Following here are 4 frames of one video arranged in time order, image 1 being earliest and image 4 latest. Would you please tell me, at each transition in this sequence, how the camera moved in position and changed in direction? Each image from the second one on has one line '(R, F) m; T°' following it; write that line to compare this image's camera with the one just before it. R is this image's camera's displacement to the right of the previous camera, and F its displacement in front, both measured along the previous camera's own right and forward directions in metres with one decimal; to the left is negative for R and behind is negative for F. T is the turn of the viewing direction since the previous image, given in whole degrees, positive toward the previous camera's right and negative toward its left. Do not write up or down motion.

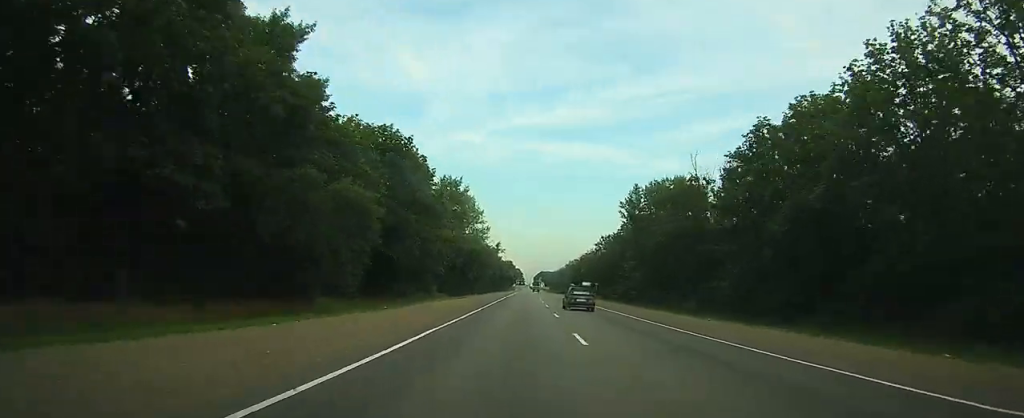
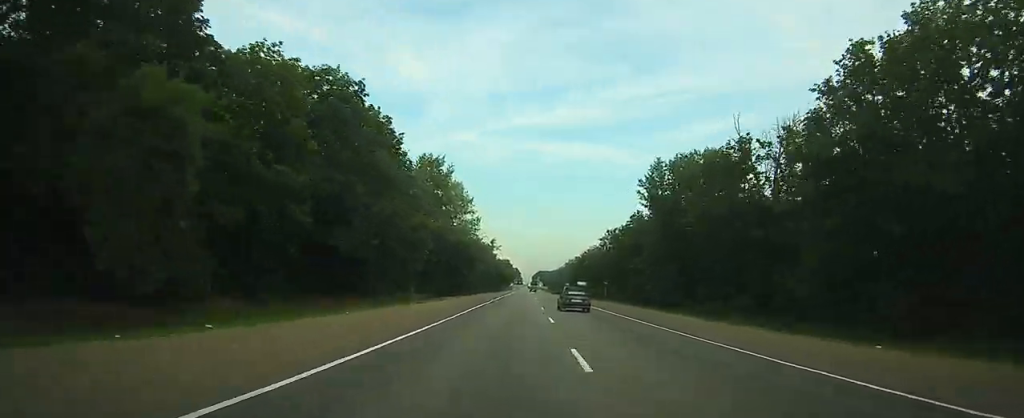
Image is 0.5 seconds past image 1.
(0.0, +15.9) m; 0°
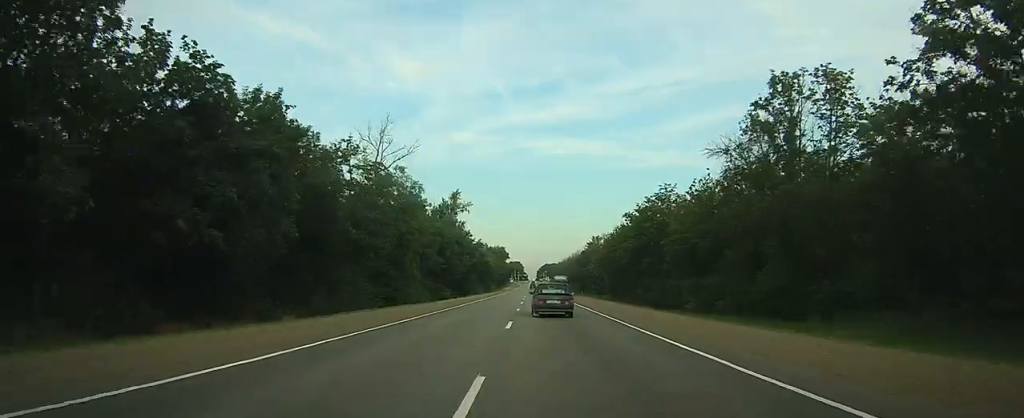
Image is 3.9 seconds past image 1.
(+0.2, +99.6) m; 0°
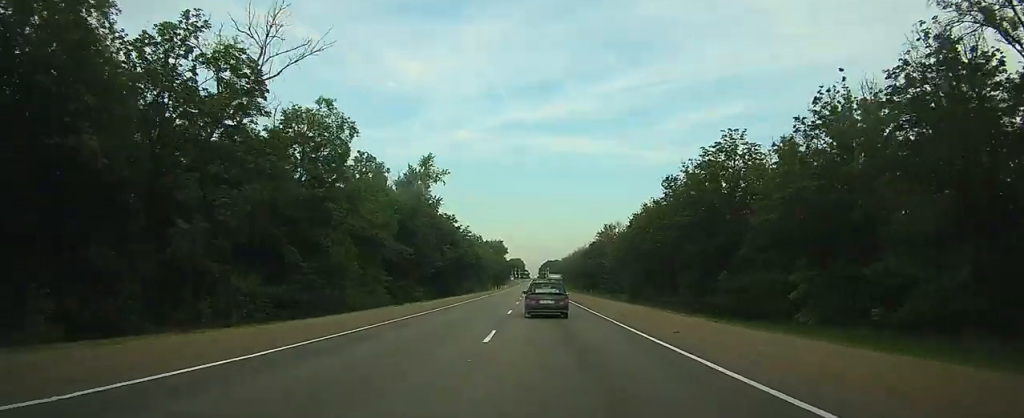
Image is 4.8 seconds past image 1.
(0.0, +28.6) m; 0°
